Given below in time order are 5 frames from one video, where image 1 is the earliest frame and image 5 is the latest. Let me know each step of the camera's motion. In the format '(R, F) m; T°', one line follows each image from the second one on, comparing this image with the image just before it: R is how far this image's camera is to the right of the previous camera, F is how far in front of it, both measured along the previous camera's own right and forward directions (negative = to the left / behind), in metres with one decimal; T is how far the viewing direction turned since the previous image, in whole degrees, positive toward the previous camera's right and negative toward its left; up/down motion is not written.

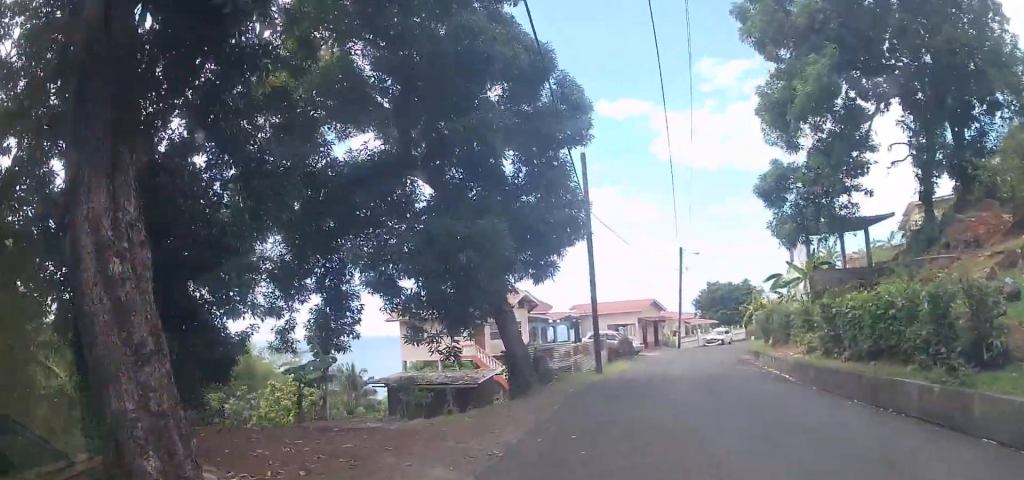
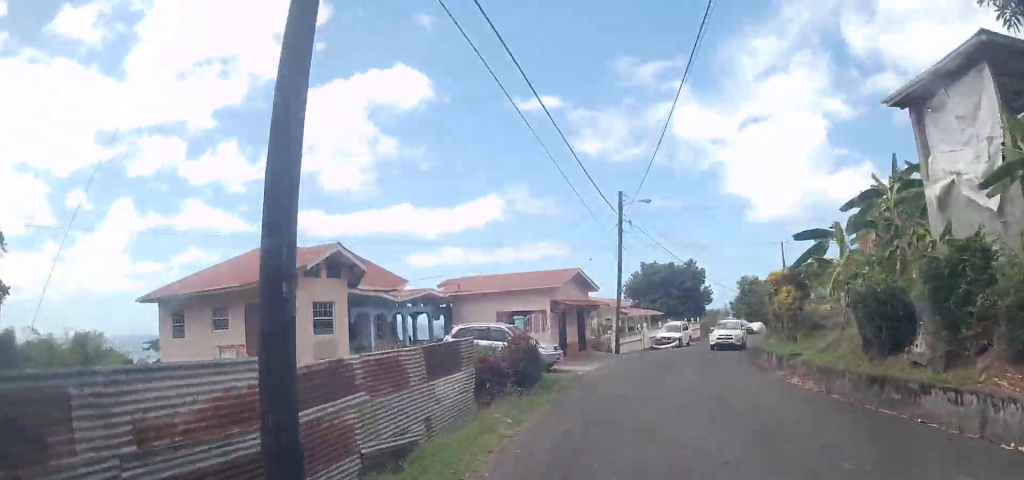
(+1.4, +20.1) m; +12°
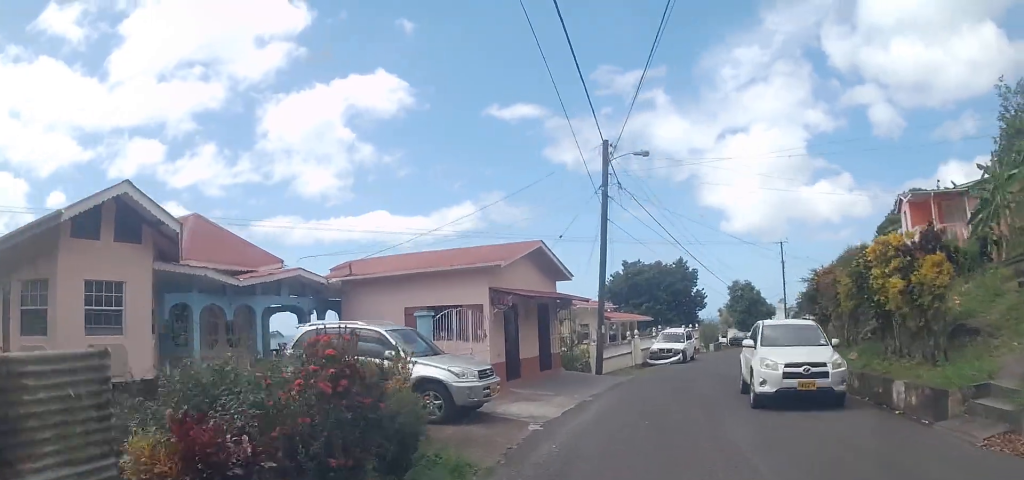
(-0.1, +10.9) m; 0°
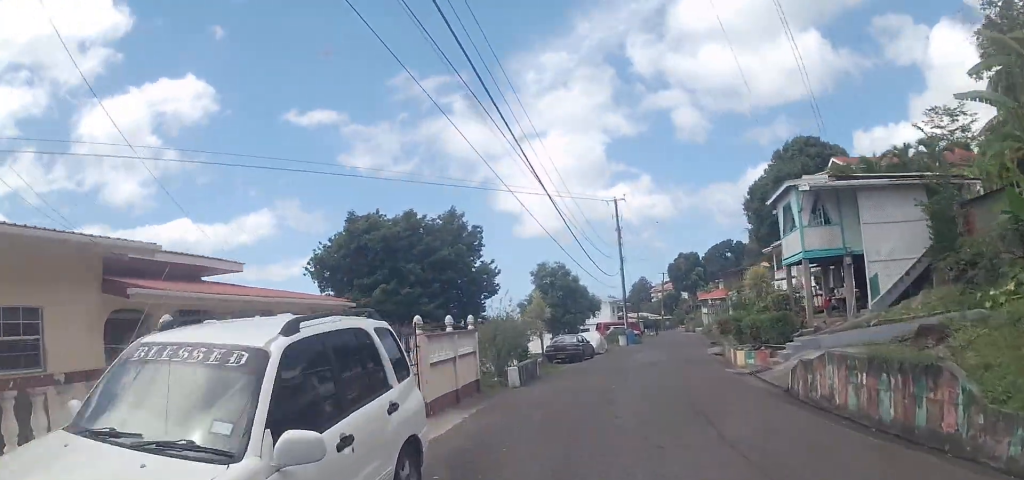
(+3.9, +25.9) m; +14°
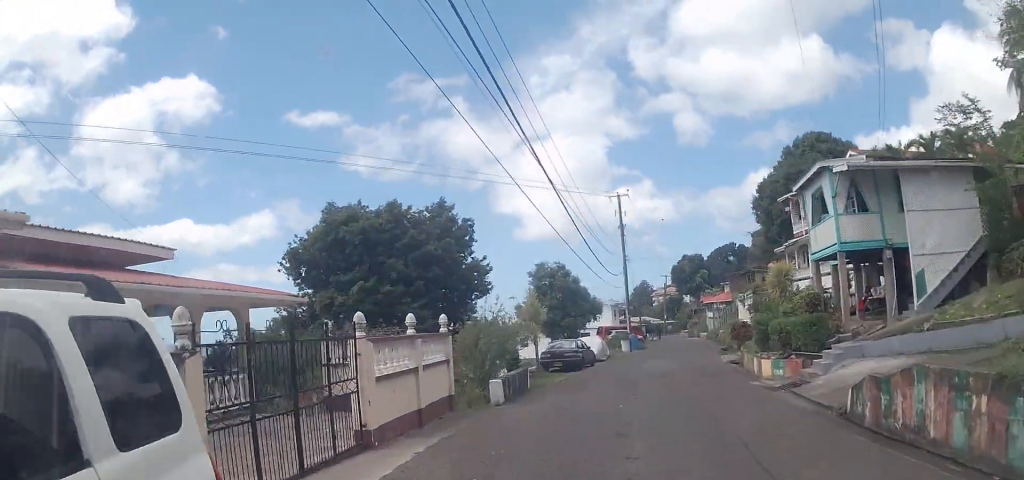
(+0.2, +3.0) m; 0°
